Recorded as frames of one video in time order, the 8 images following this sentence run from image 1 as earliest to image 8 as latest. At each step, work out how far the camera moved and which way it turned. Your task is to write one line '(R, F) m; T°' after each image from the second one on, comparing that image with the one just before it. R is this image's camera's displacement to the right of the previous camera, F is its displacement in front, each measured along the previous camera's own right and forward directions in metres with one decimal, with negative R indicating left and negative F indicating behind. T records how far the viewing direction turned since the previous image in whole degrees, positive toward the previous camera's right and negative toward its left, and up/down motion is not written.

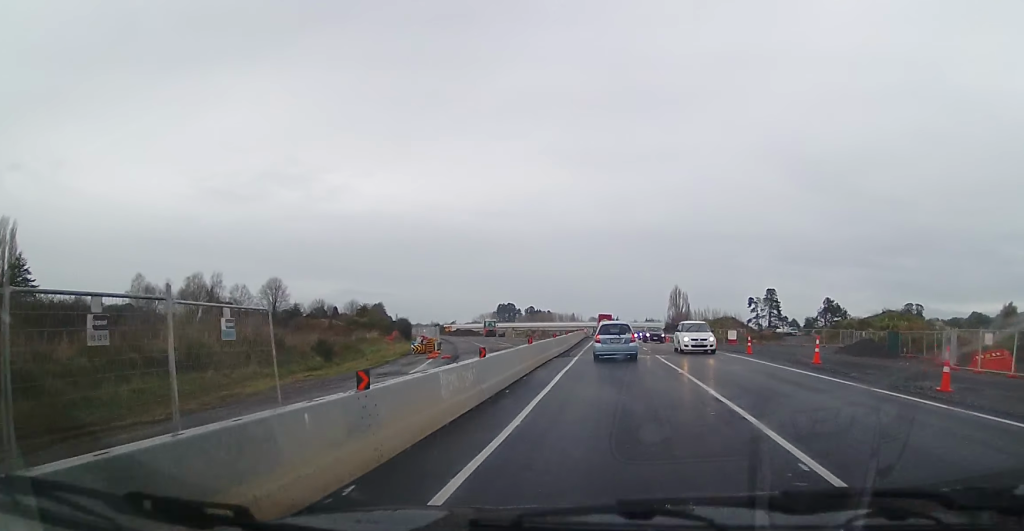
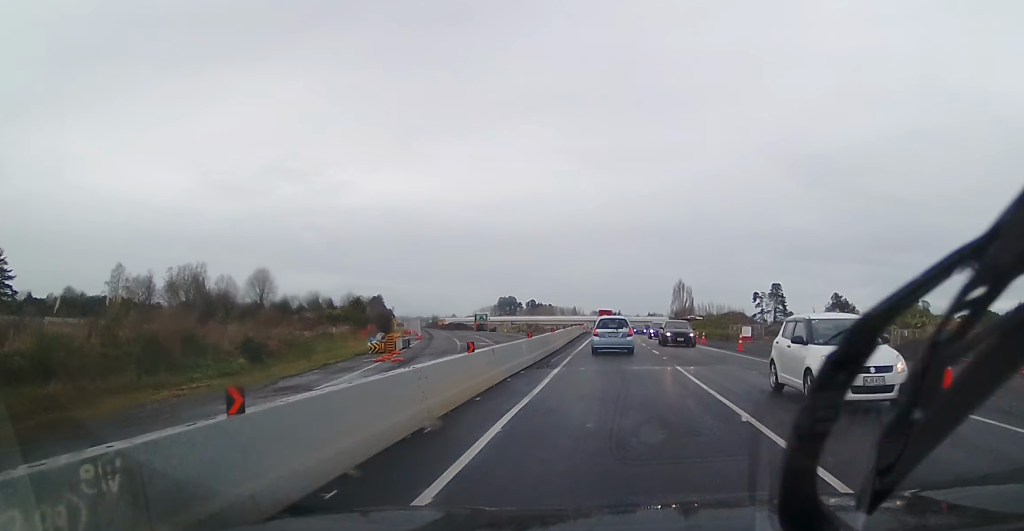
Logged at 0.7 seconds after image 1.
(+0.1, +9.5) m; 0°
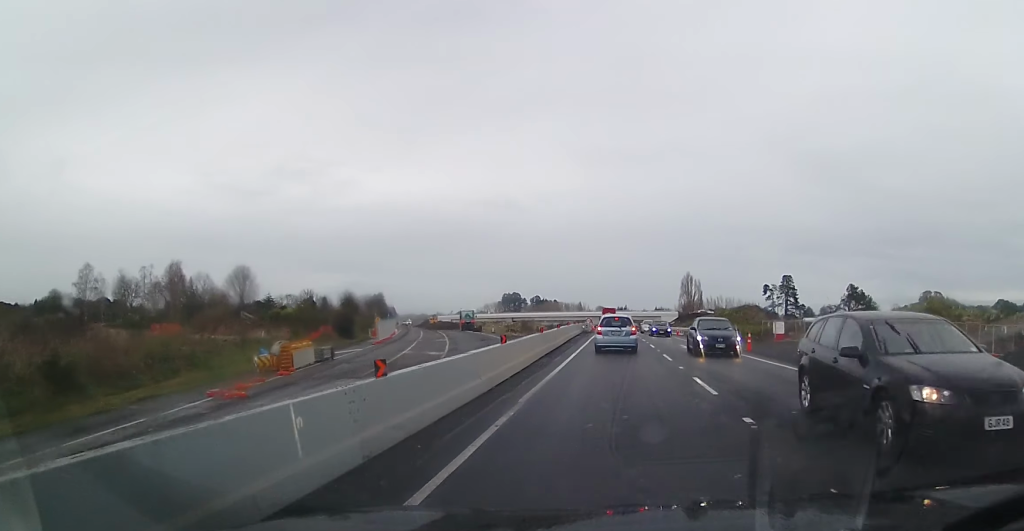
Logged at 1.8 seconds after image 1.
(-0.1, +14.6) m; -1°
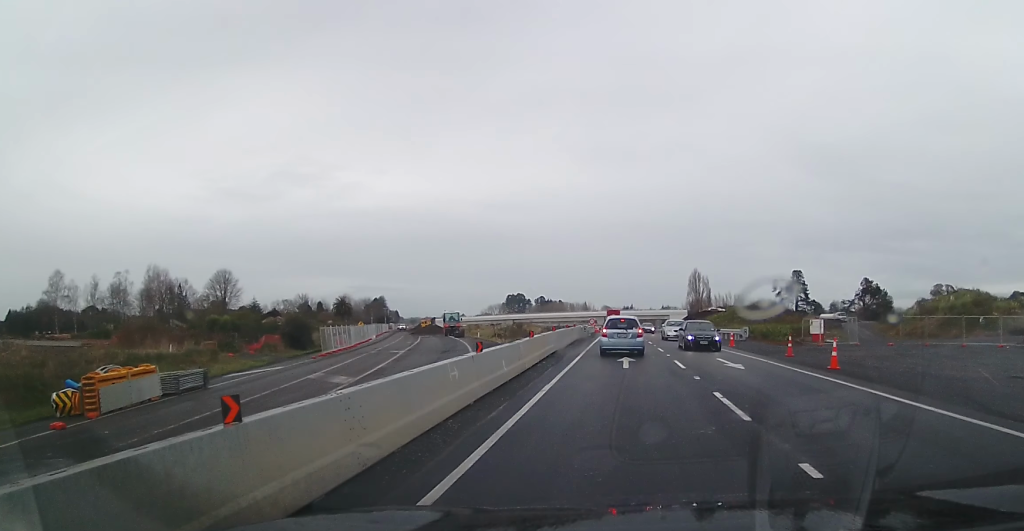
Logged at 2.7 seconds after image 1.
(-0.1, +12.4) m; 0°
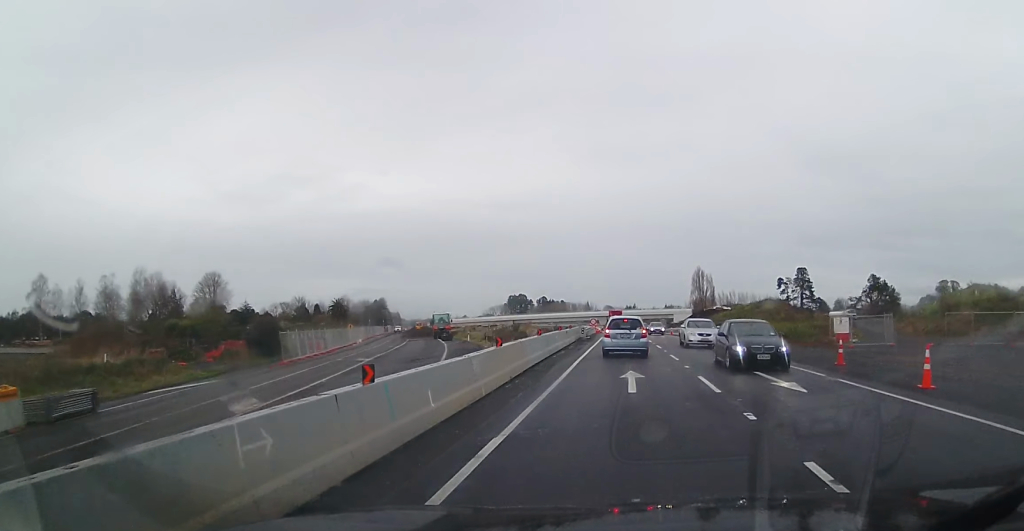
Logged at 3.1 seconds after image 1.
(0.0, +6.3) m; 0°
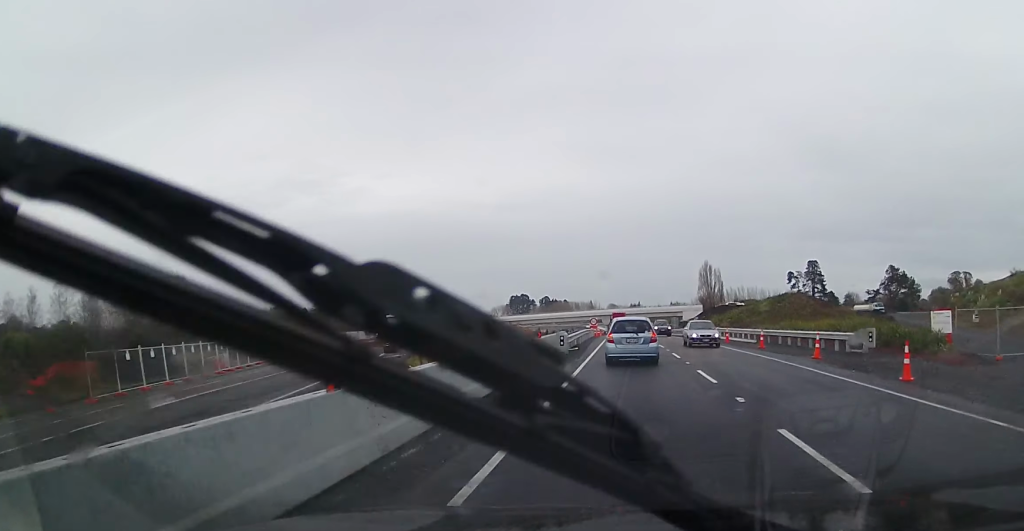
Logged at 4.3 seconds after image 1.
(0.0, +17.1) m; -2°
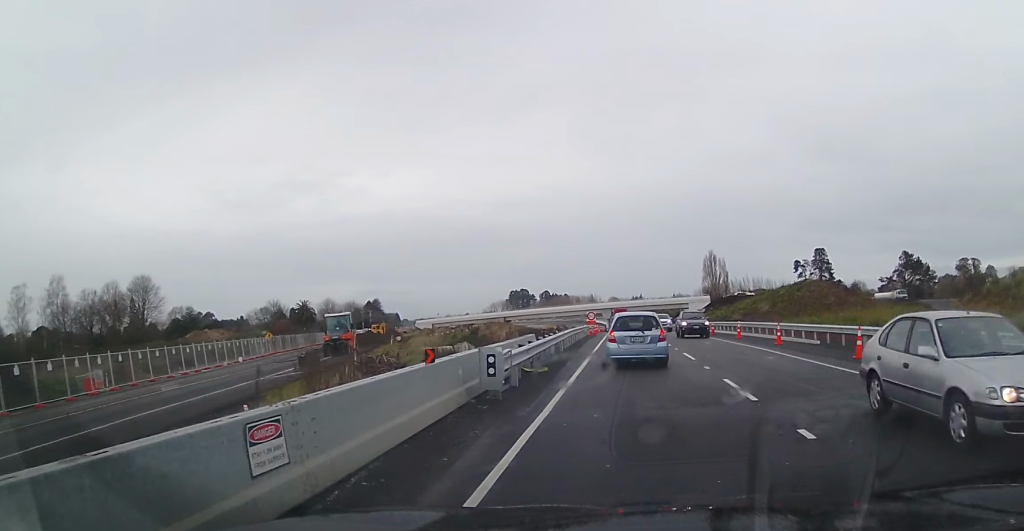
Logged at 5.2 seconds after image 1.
(-0.4, +13.3) m; -1°
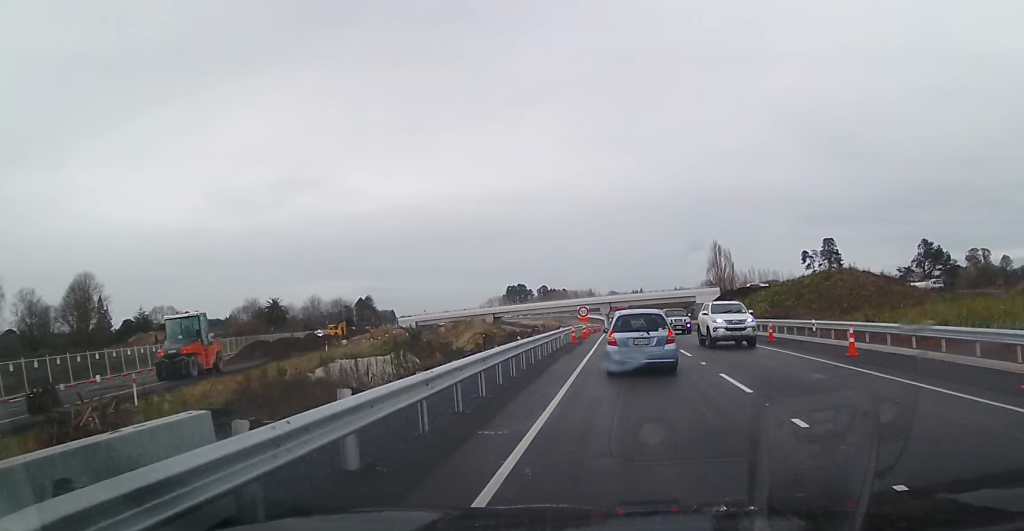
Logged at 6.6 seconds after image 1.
(0.0, +19.0) m; -1°
